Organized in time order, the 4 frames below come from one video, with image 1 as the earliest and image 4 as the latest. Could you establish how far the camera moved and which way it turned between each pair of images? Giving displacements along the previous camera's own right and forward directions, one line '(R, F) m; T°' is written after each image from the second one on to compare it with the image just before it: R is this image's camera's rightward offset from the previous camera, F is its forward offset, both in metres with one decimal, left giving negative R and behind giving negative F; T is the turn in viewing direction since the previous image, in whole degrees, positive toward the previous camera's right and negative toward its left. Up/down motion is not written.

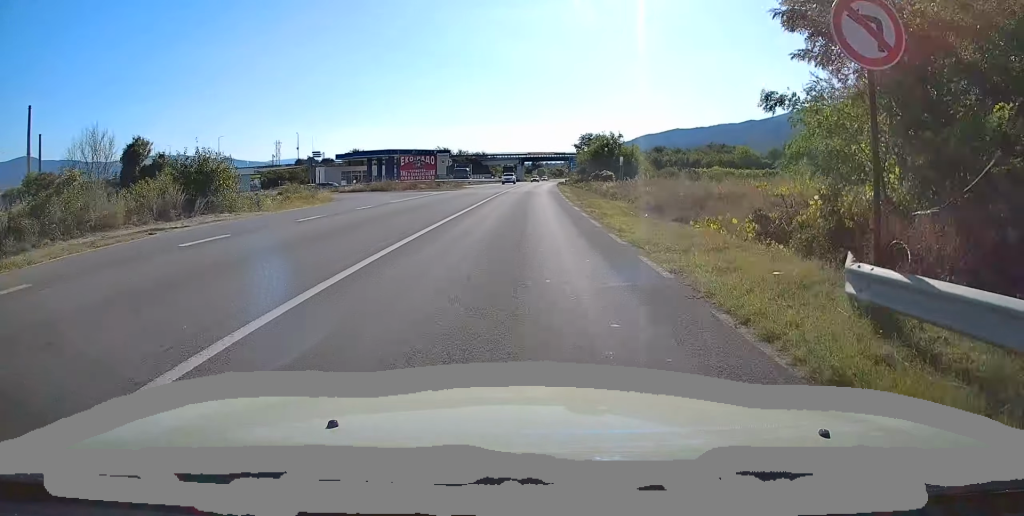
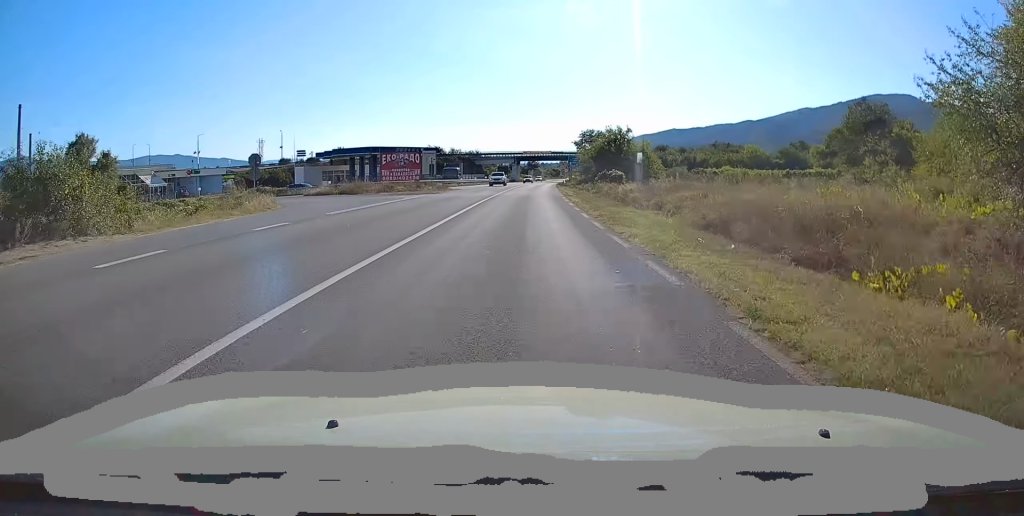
(0.0, +8.6) m; 0°
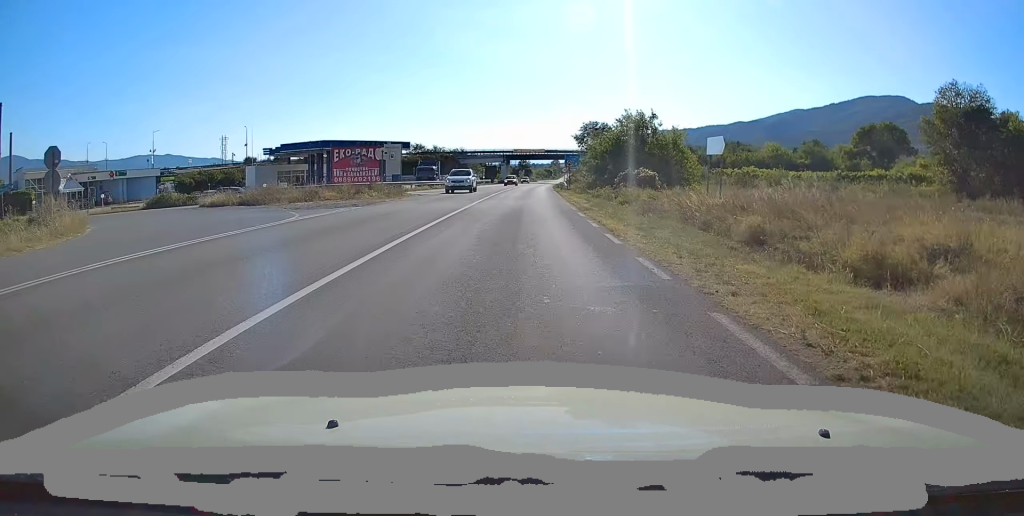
(0.0, +15.8) m; 0°
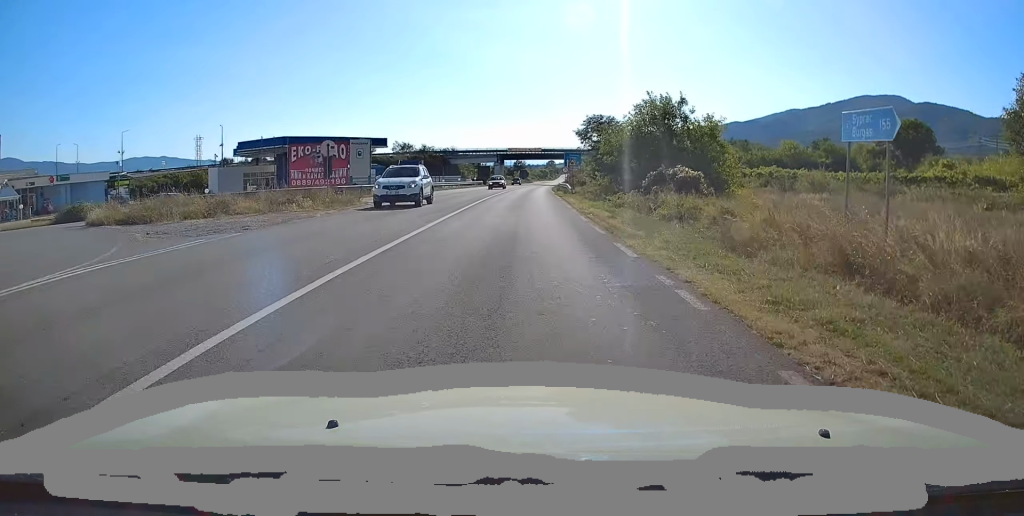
(0.0, +9.9) m; 0°
